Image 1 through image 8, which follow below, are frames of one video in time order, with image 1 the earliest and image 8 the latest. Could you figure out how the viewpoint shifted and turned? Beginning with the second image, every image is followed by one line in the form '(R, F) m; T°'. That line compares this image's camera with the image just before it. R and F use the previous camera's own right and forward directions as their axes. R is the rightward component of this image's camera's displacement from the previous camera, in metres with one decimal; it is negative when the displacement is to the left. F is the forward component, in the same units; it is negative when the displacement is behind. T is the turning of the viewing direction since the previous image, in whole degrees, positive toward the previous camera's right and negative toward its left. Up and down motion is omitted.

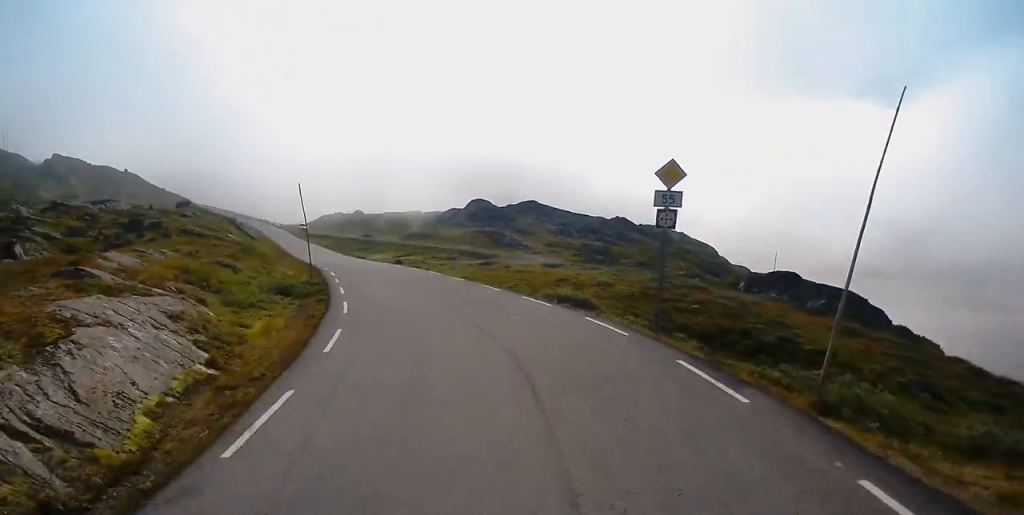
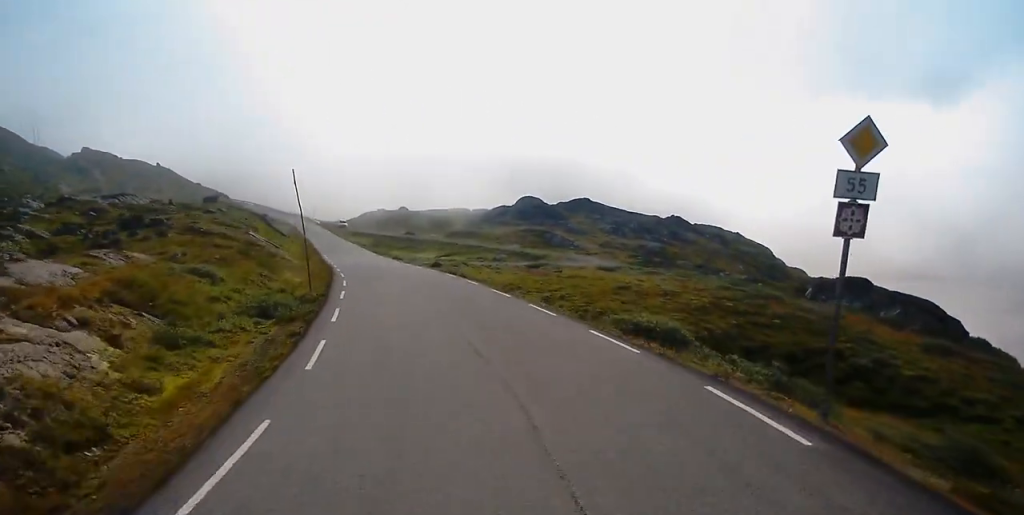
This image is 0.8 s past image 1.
(-0.2, +7.6) m; -3°
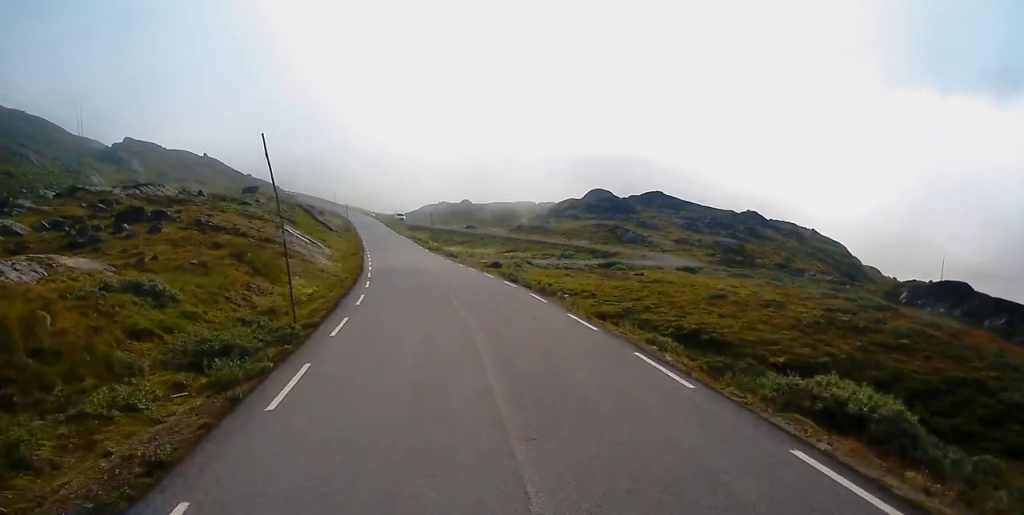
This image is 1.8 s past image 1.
(-0.3, +8.8) m; -4°
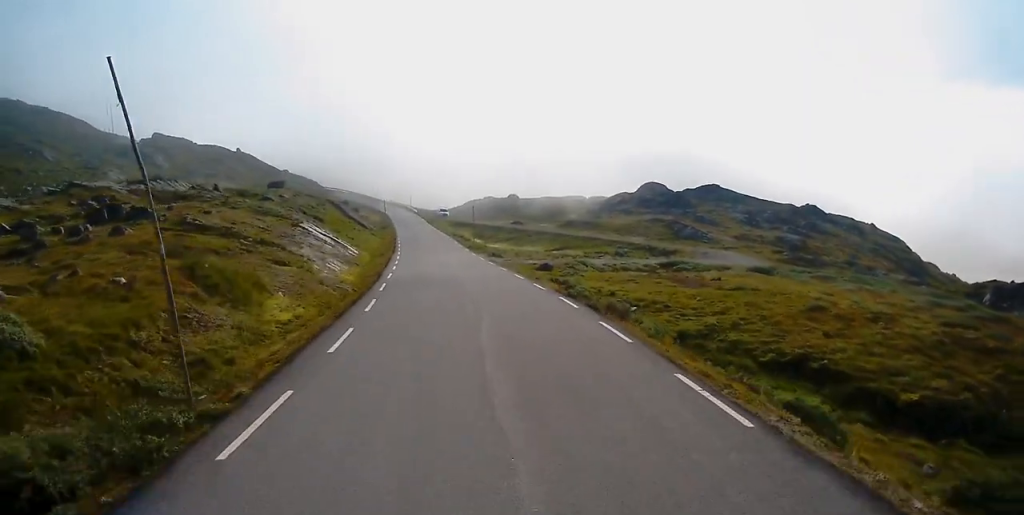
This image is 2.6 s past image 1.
(-0.3, +8.0) m; -3°
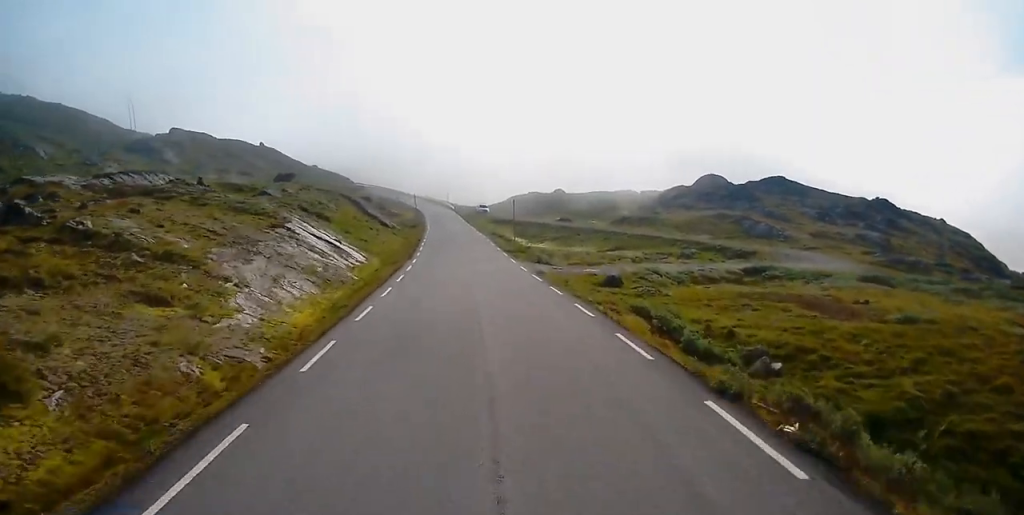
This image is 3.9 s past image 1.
(-0.2, +13.9) m; -2°
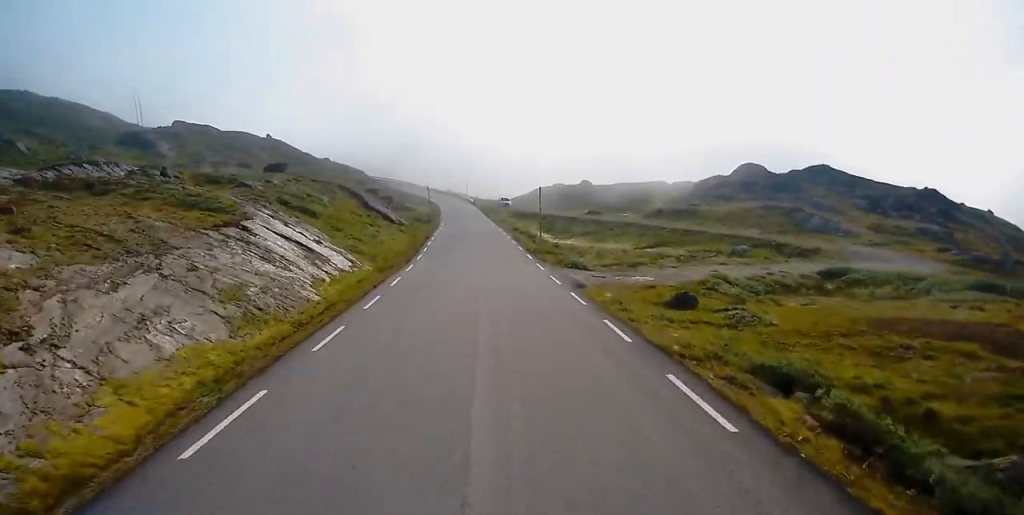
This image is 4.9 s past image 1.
(-0.1, +10.5) m; -1°
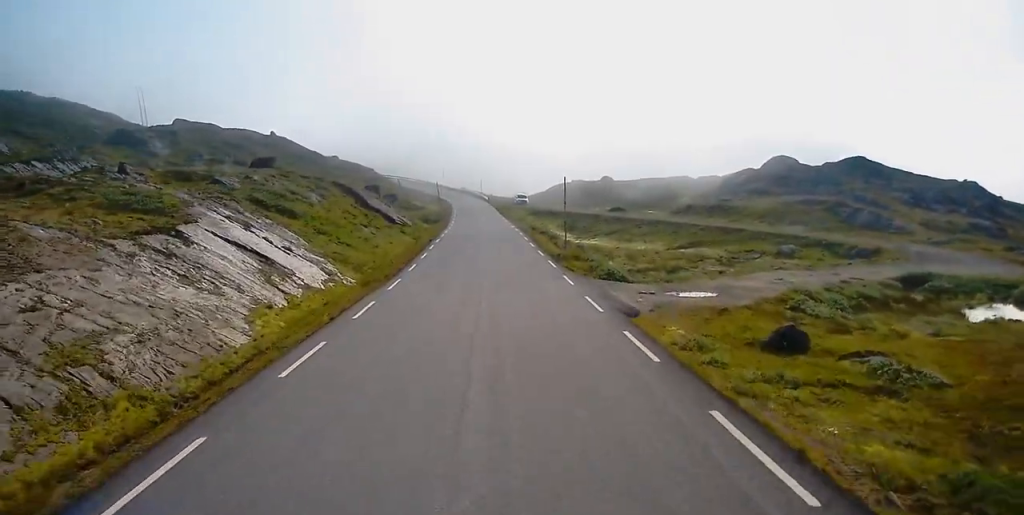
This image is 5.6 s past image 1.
(0.0, +8.2) m; -1°
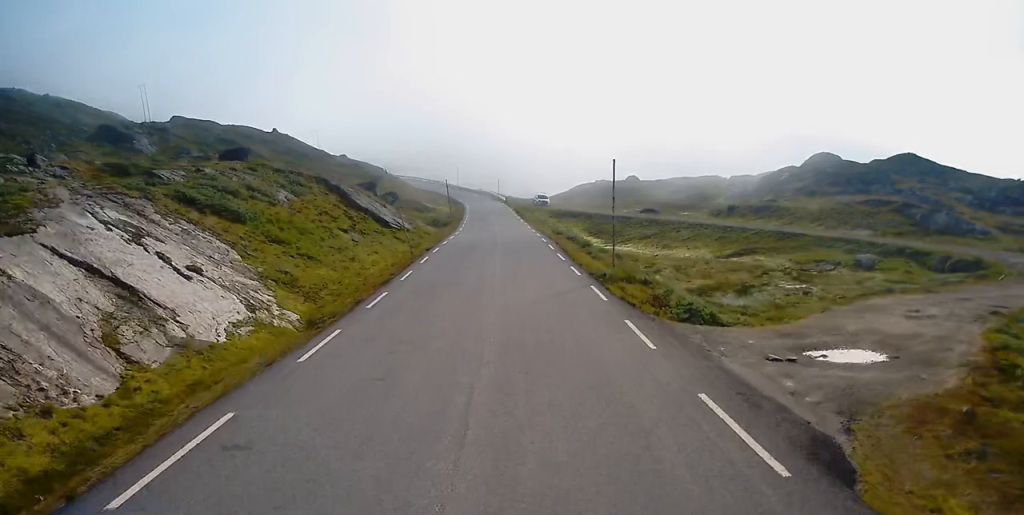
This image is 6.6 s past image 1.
(-0.1, +11.2) m; -2°
